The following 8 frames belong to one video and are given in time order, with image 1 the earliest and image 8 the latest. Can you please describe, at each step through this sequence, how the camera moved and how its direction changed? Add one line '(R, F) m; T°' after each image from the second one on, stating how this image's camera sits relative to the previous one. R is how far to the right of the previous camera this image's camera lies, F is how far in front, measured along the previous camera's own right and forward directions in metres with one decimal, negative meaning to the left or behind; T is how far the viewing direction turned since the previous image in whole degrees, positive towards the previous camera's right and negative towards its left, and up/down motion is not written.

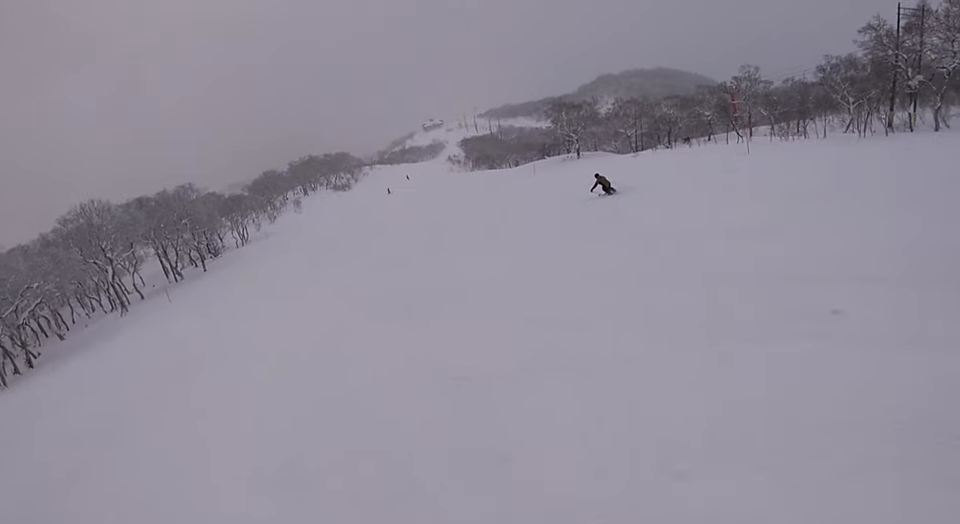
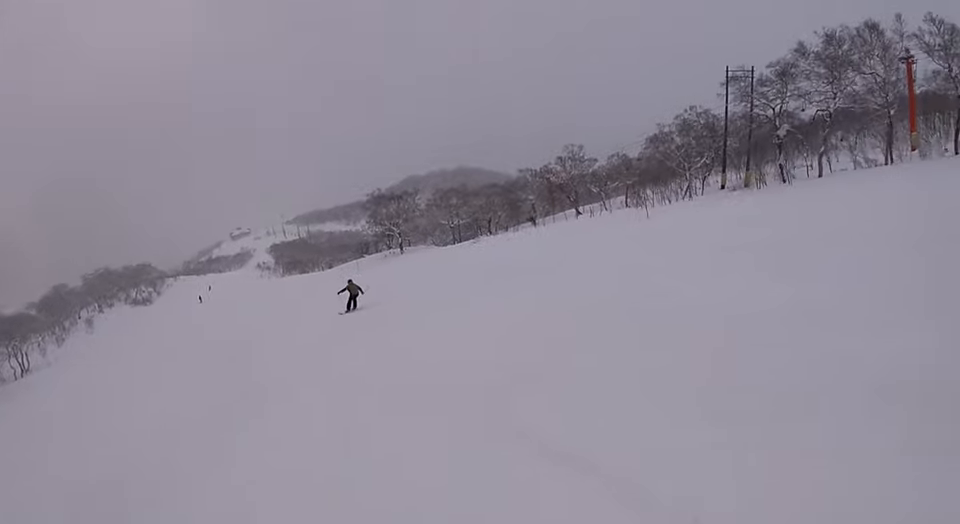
(+1.6, +9.5) m; +19°
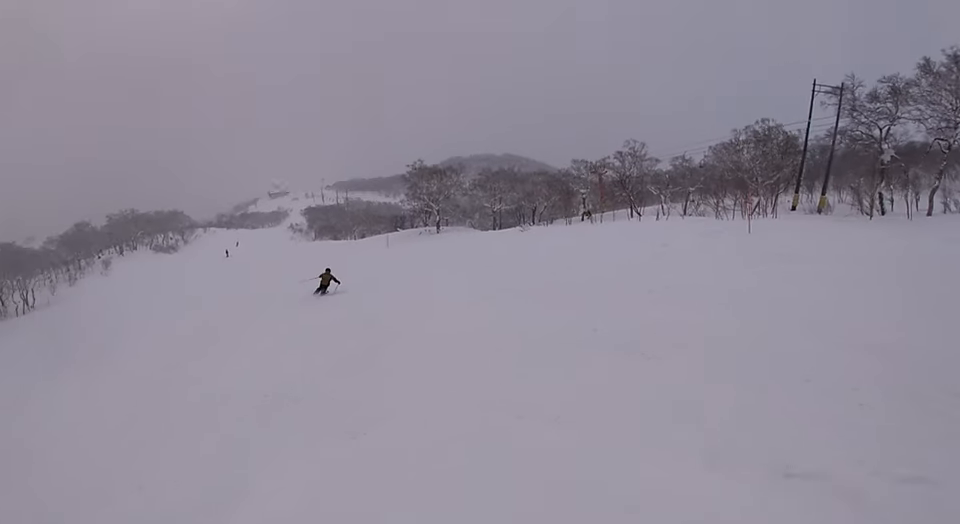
(+0.9, +5.5) m; -1°
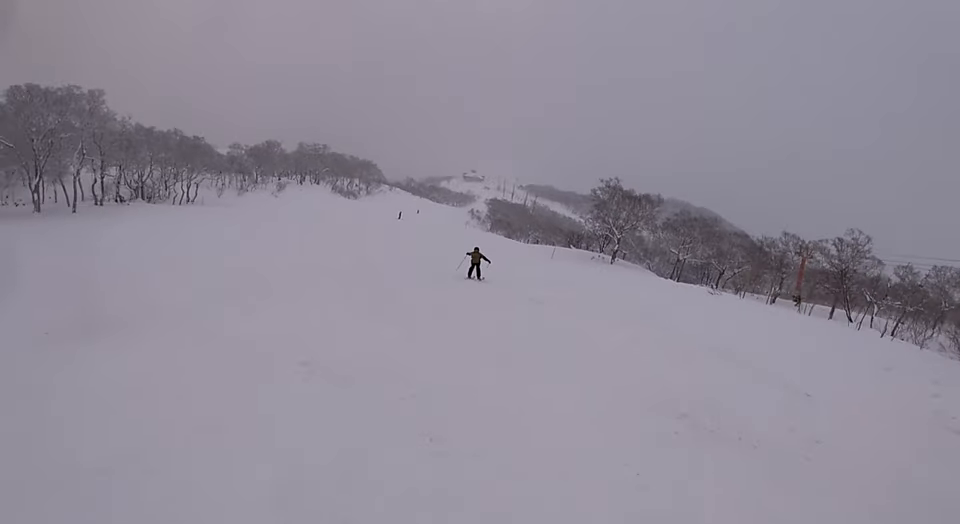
(0.0, +7.2) m; -10°
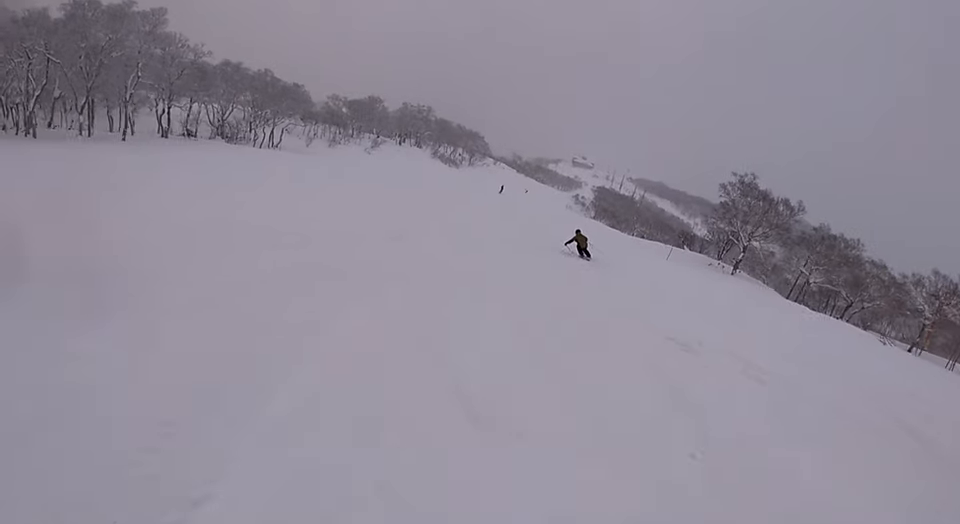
(-1.0, +7.7) m; -18°
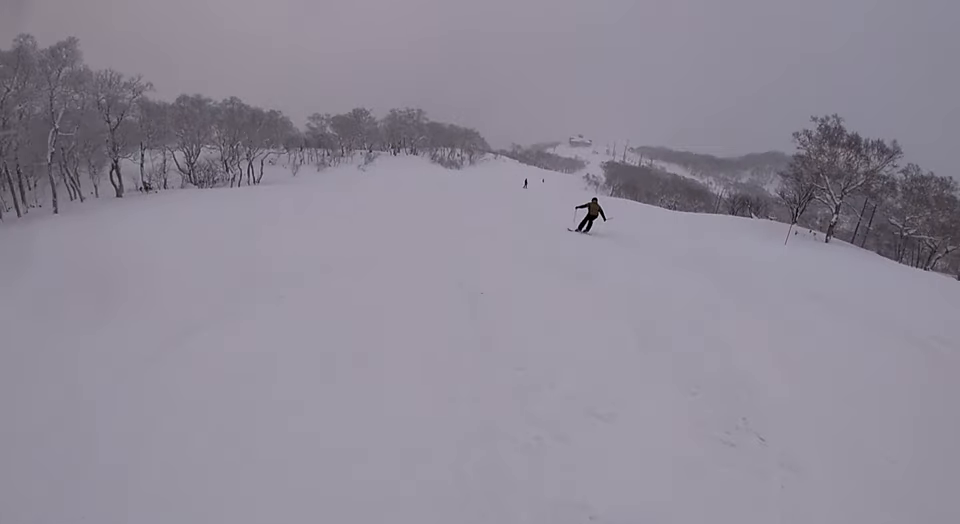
(-1.9, +10.4) m; -2°
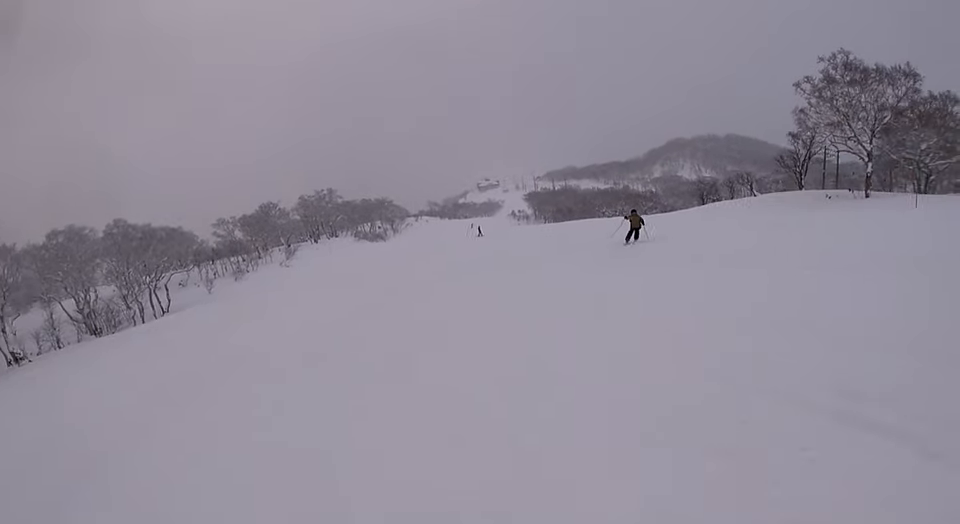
(+2.1, +11.7) m; +19°
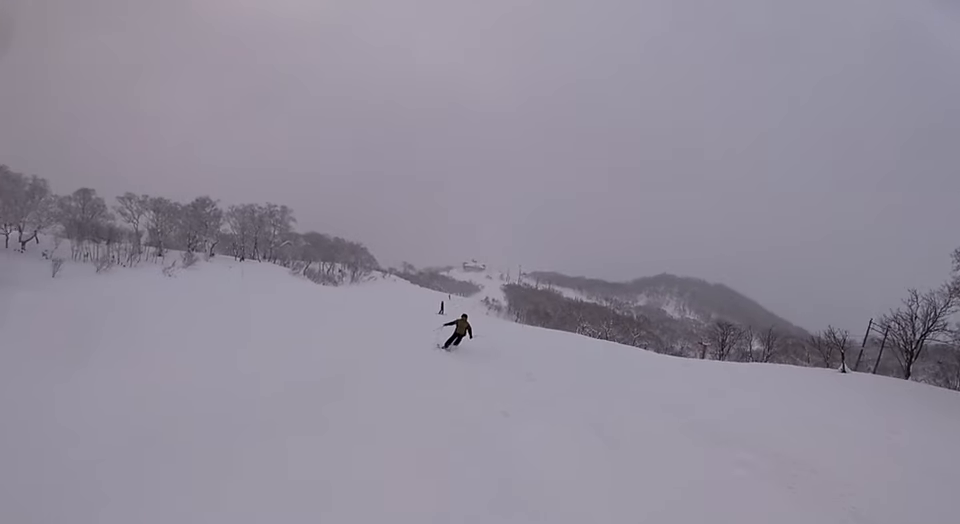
(+3.8, +20.3) m; +5°
